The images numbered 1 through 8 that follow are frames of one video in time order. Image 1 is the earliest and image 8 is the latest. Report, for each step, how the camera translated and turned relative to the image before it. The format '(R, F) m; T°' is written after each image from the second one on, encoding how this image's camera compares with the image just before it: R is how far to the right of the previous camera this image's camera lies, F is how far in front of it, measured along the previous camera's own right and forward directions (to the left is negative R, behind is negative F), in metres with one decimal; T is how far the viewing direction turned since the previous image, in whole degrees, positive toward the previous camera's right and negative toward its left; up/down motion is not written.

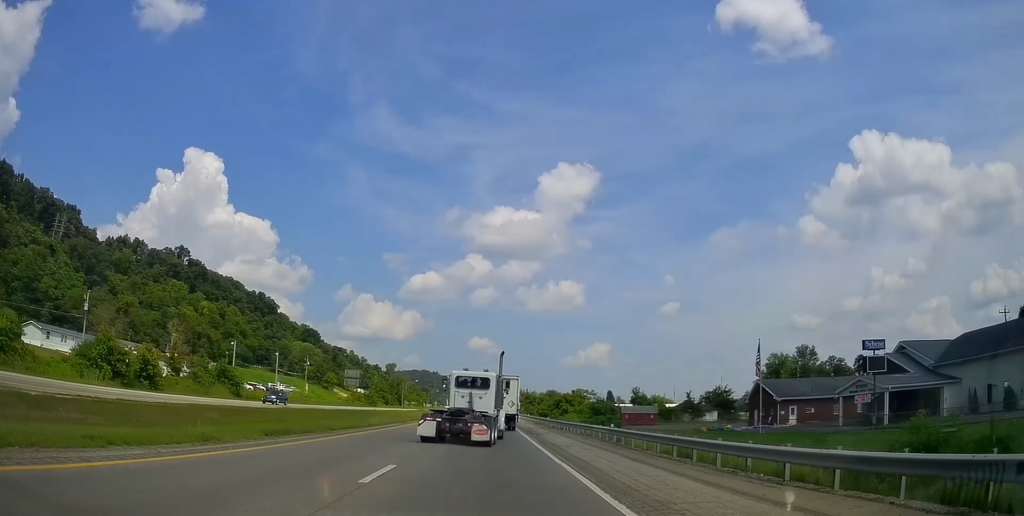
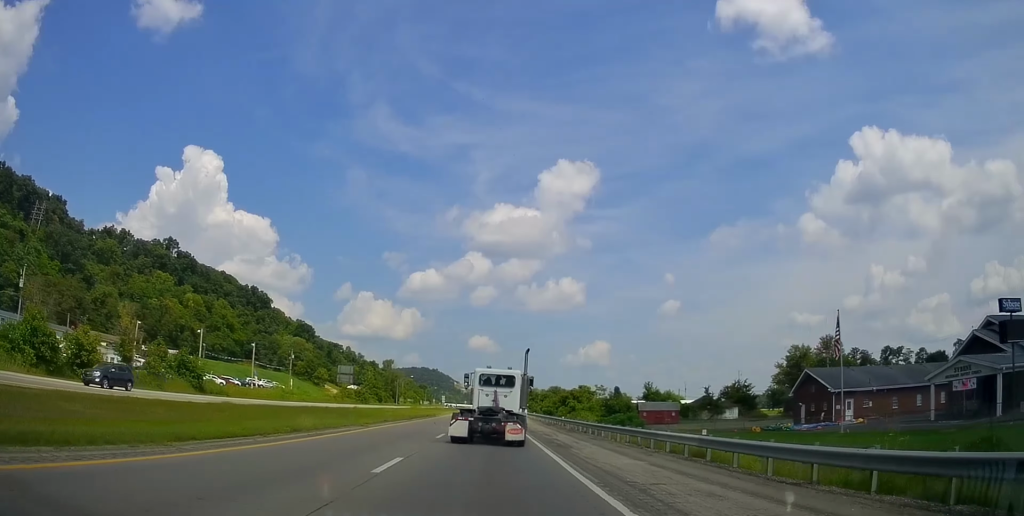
(-0.2, +10.9) m; -1°
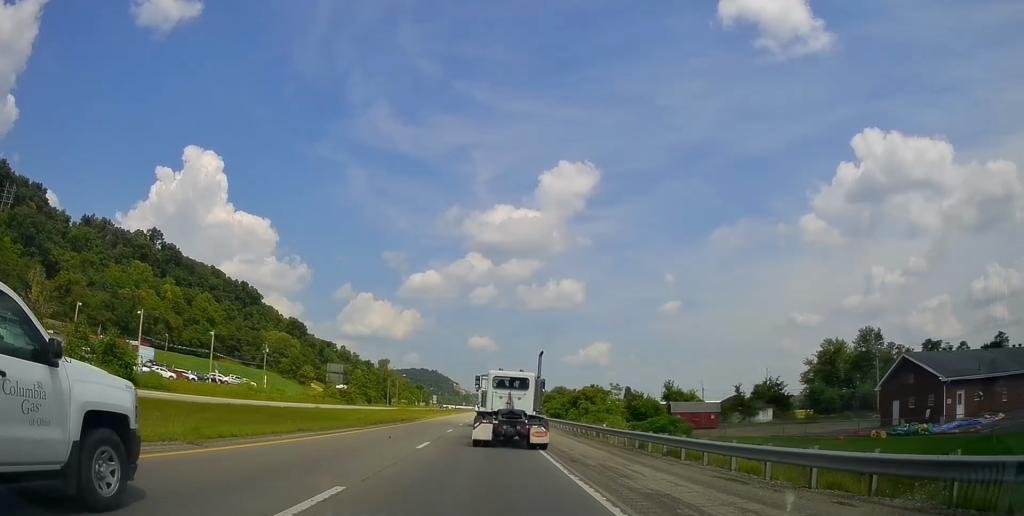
(-0.1, +32.3) m; 0°
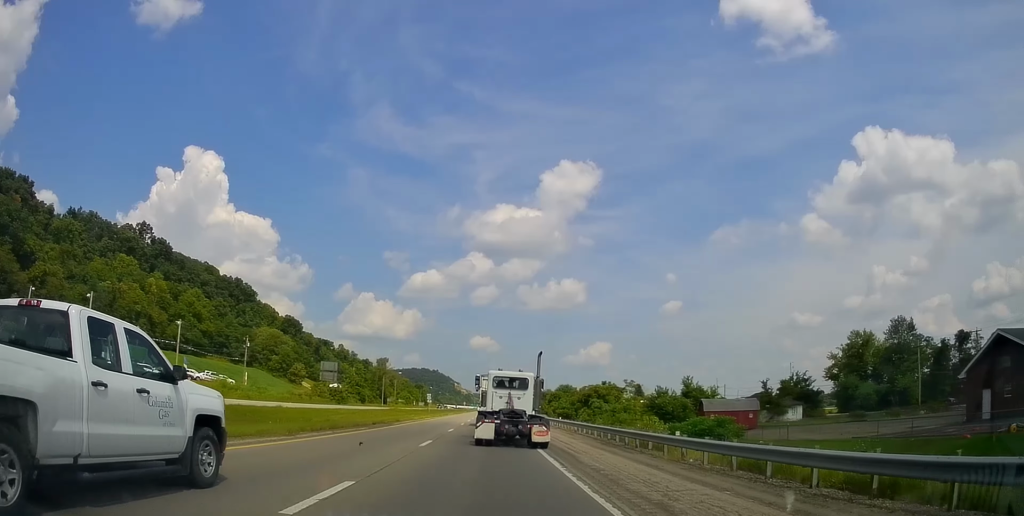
(-0.1, +11.3) m; 0°
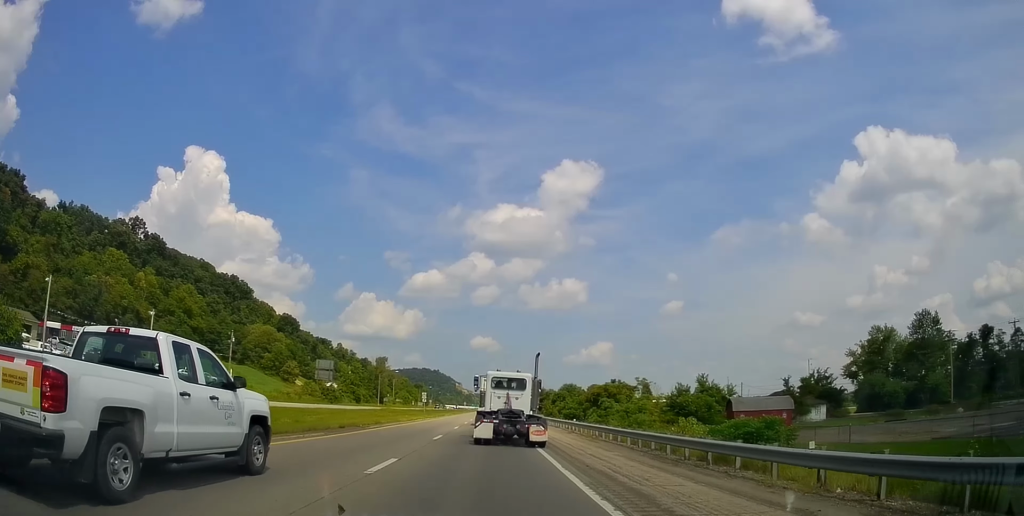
(-0.2, +7.7) m; 0°
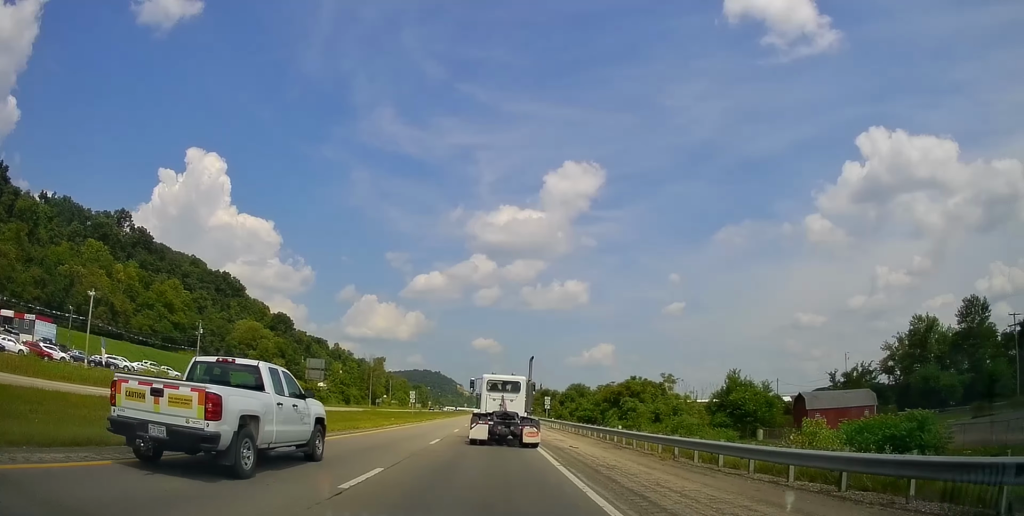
(+0.4, +14.0) m; +1°
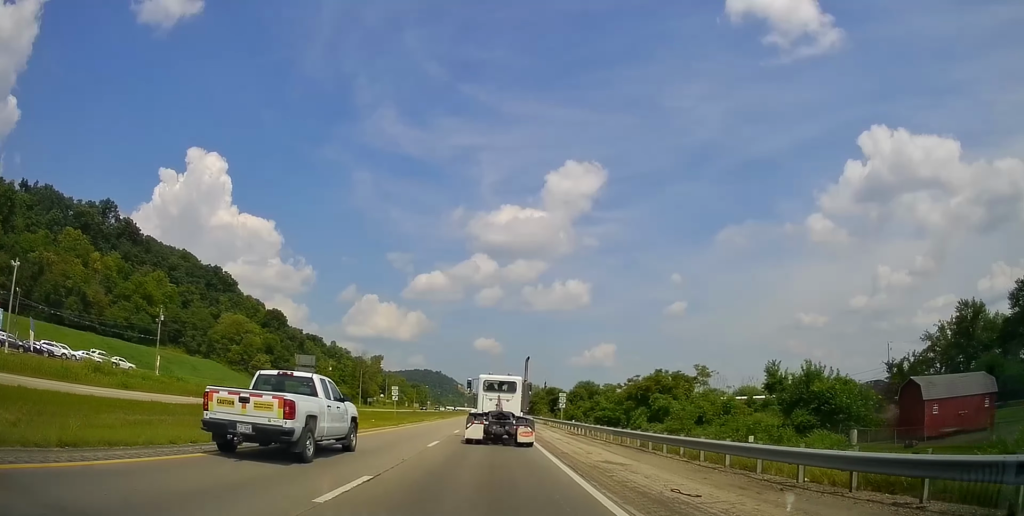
(0.0, +13.5) m; 0°
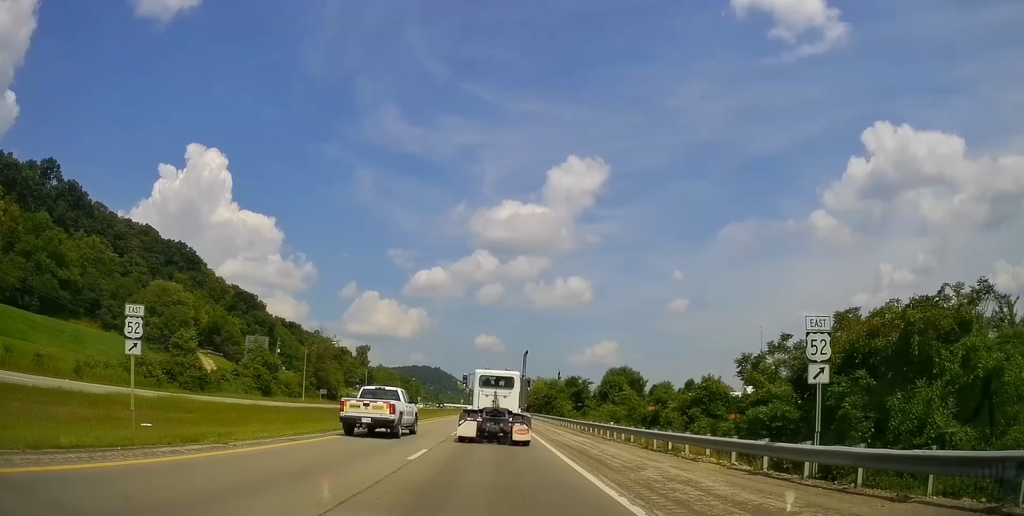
(-0.2, +43.1) m; 0°
